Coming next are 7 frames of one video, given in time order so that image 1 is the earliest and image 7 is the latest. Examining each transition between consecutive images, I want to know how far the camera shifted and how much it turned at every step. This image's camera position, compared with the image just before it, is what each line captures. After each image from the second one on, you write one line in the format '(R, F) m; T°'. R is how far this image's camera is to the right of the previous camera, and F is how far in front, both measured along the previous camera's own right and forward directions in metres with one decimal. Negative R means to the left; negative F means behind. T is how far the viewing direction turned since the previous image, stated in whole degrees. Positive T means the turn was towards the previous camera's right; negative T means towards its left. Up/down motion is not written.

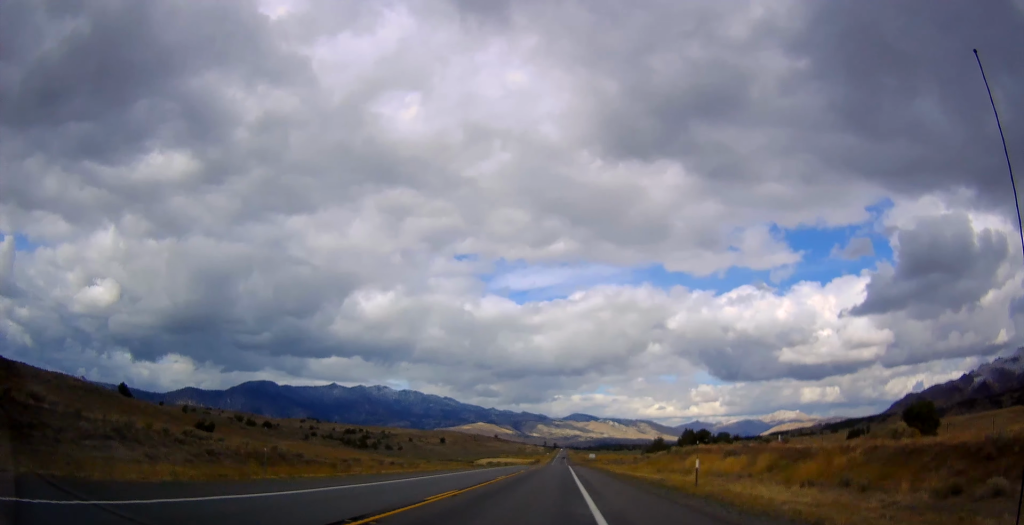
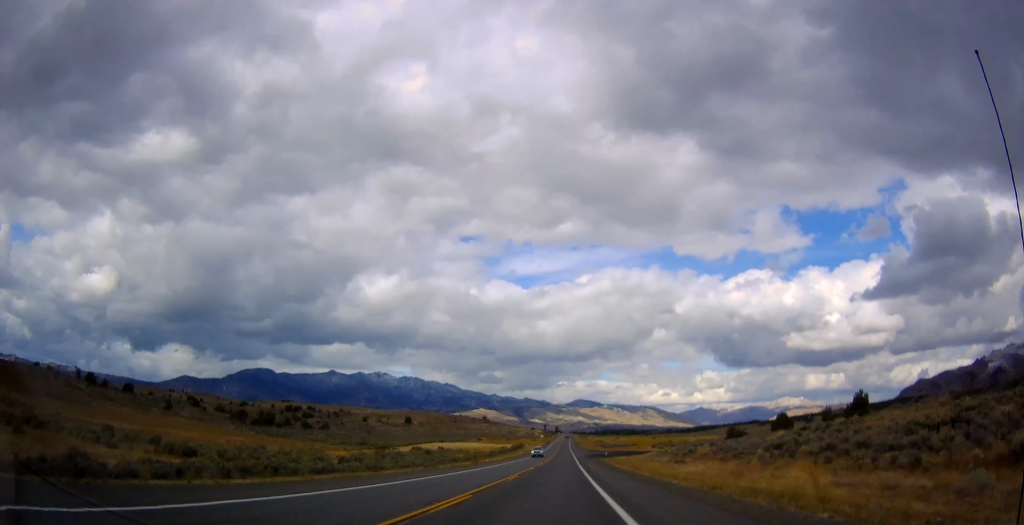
(-0.1, +189.6) m; 0°
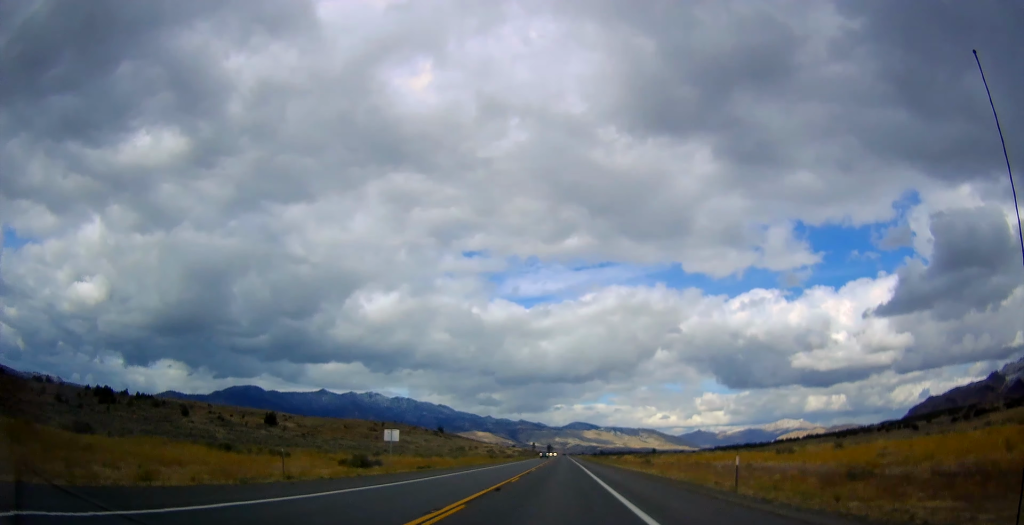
(+0.1, +289.5) m; 0°
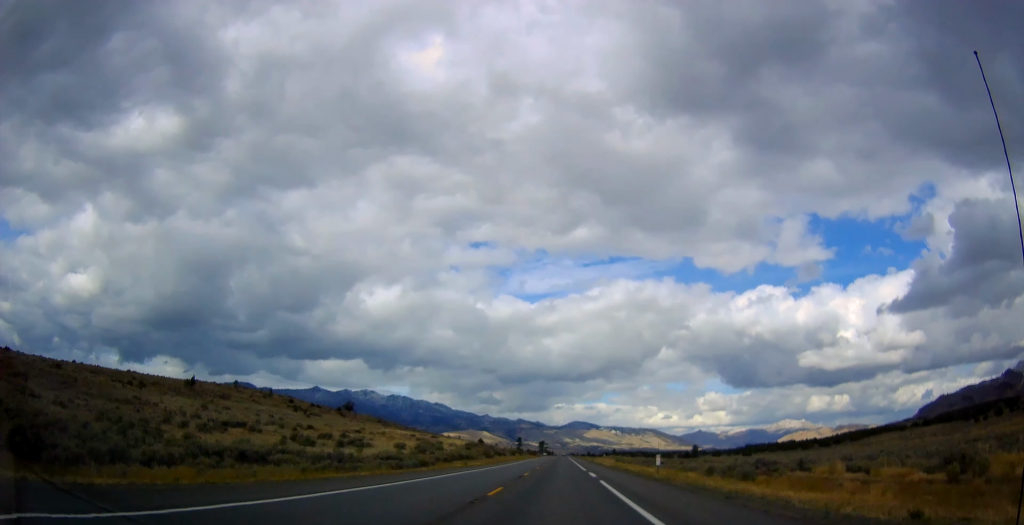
(+0.5, +258.0) m; 0°
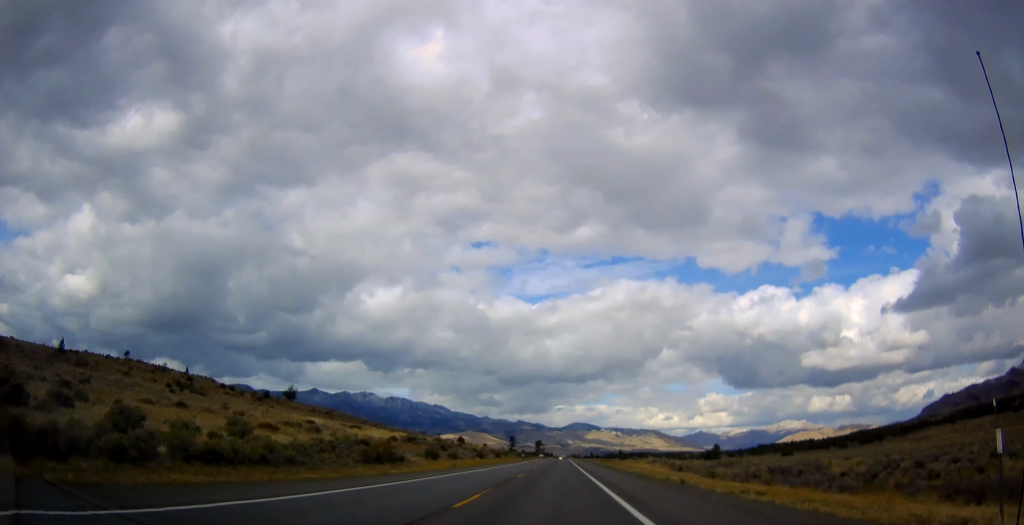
(0.0, +78.8) m; 0°
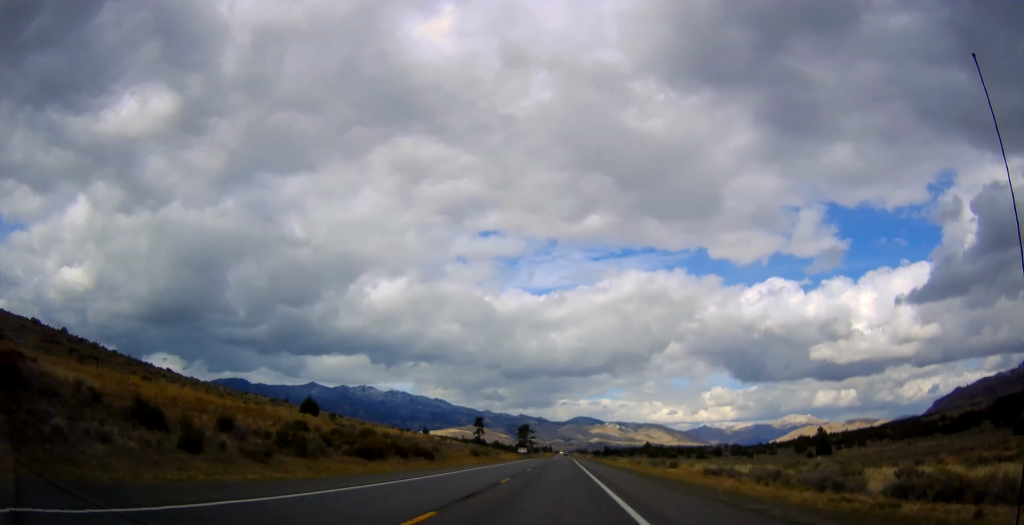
(+0.1, +200.4) m; 0°
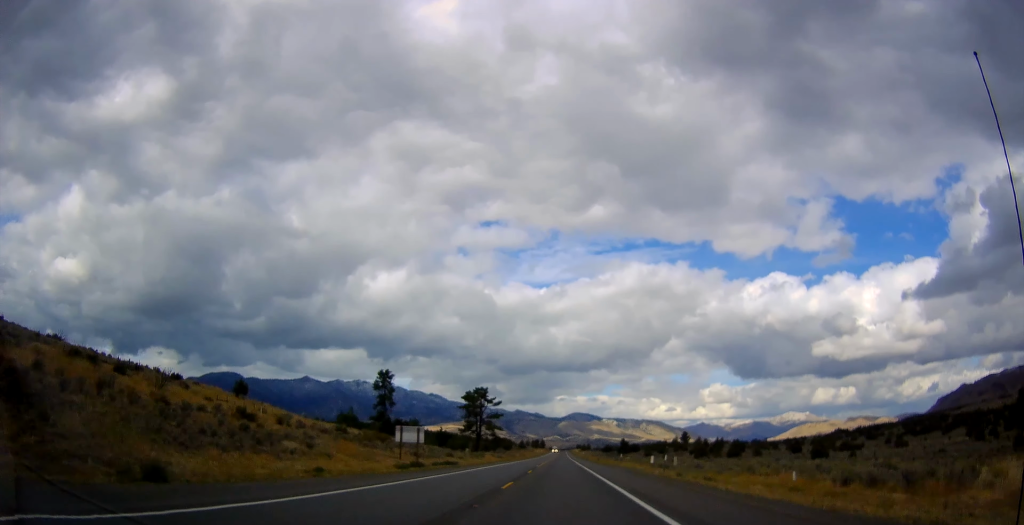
(-0.2, +150.2) m; 0°
